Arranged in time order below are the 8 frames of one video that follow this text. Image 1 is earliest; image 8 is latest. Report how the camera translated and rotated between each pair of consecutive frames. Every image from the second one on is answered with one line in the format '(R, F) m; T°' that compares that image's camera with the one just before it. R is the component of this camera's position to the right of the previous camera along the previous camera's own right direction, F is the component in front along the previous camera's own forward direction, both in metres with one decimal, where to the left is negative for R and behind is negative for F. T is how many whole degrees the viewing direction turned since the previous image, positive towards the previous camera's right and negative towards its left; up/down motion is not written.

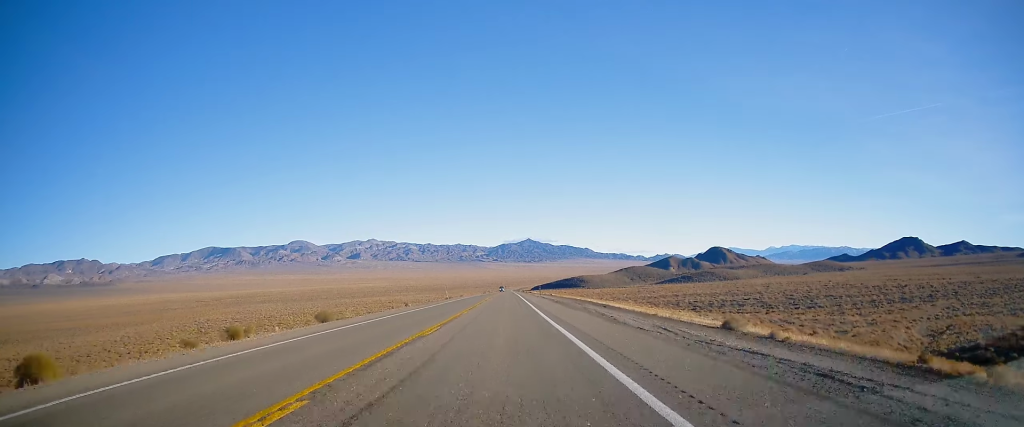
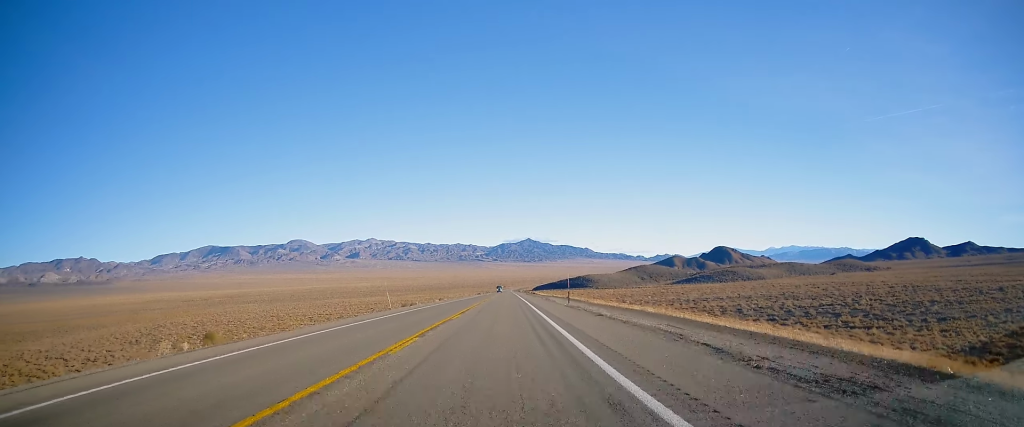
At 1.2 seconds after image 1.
(-0.2, +40.6) m; 0°
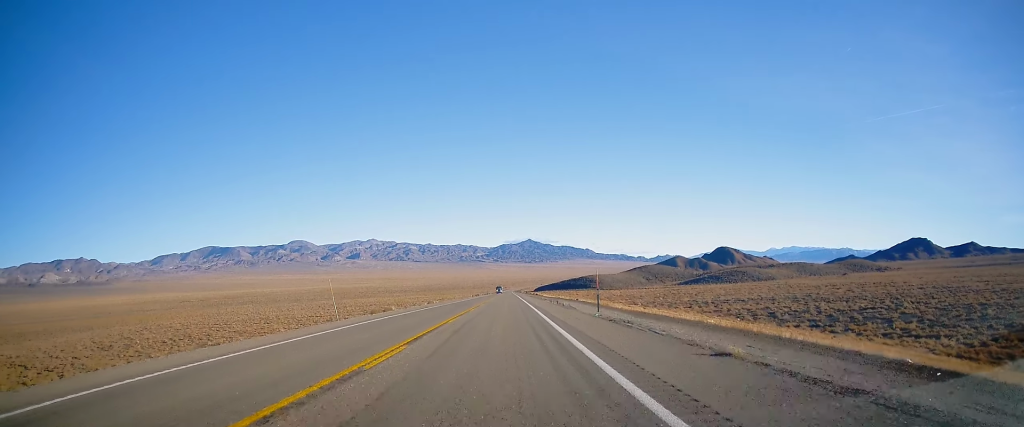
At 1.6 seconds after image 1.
(+0.2, +14.0) m; 0°
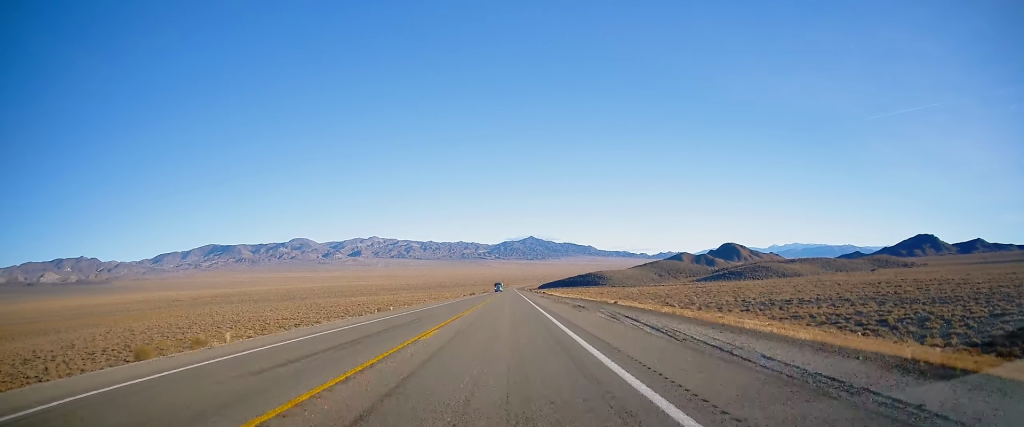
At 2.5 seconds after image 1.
(-0.2, +31.4) m; 0°
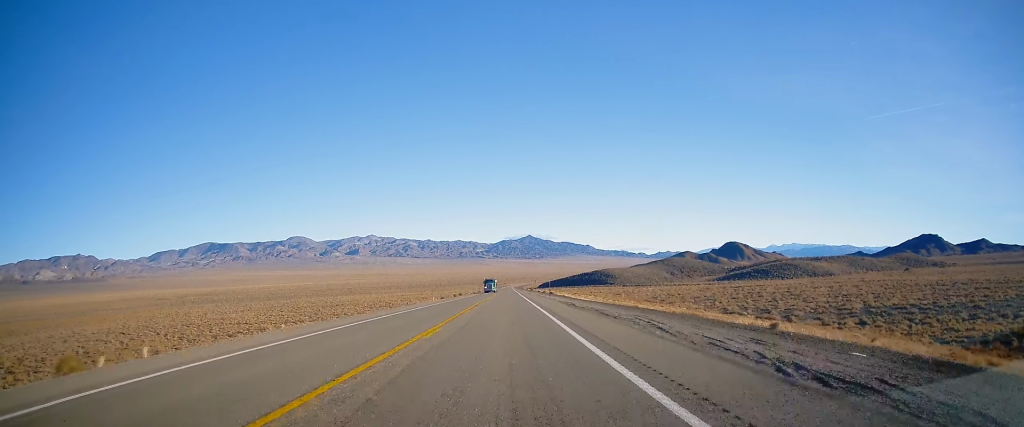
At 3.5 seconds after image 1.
(+0.2, +36.1) m; 0°
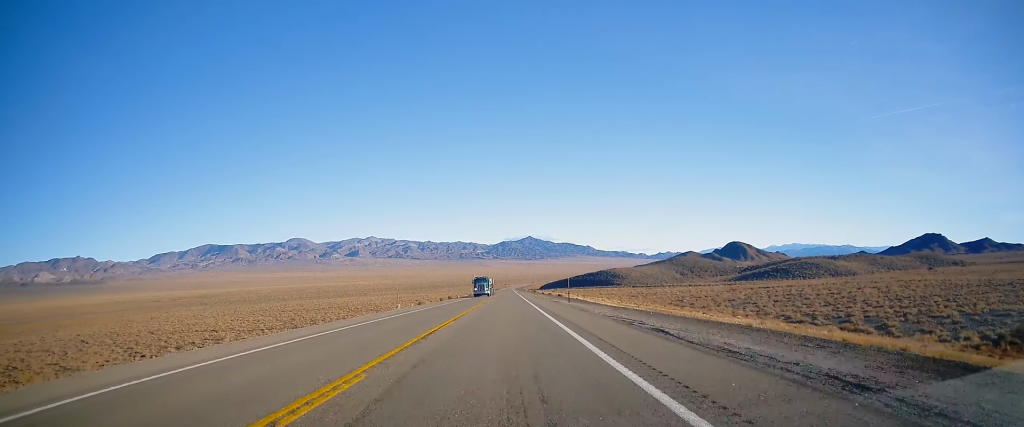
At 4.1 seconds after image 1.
(+0.1, +21.0) m; 0°
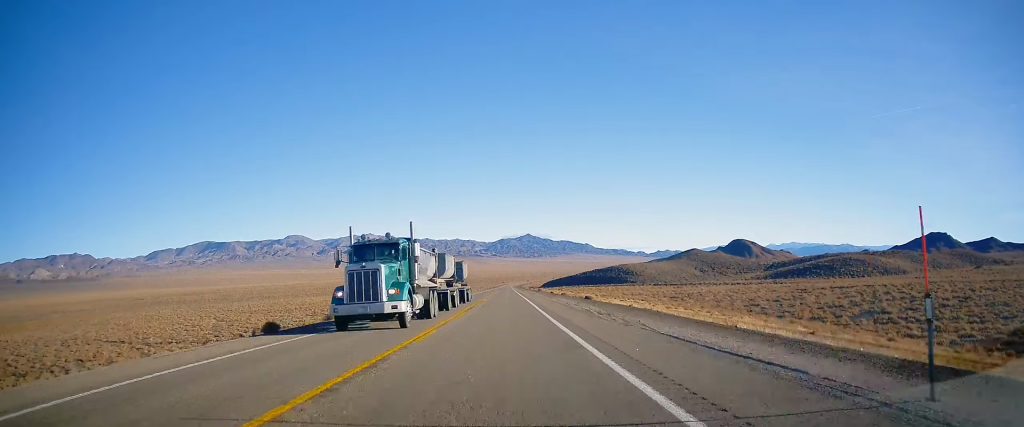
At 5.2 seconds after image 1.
(-0.2, +39.6) m; -1°
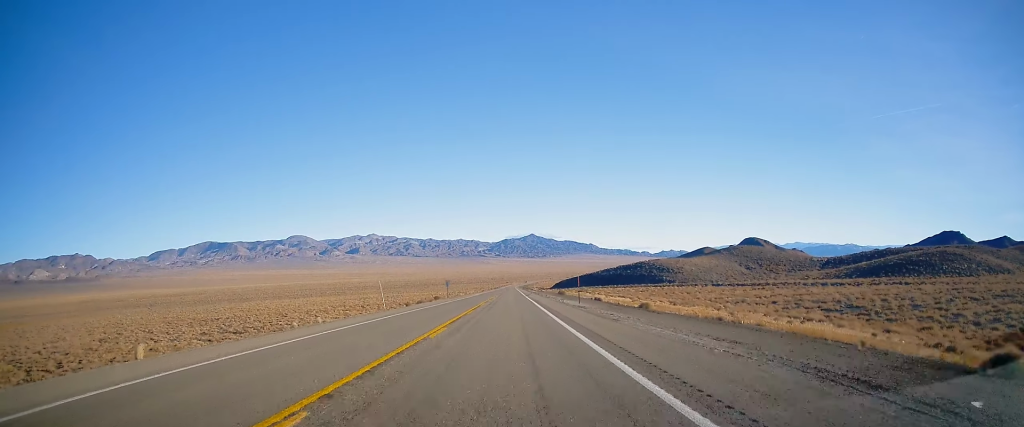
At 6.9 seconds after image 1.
(-0.3, +58.4) m; -1°
